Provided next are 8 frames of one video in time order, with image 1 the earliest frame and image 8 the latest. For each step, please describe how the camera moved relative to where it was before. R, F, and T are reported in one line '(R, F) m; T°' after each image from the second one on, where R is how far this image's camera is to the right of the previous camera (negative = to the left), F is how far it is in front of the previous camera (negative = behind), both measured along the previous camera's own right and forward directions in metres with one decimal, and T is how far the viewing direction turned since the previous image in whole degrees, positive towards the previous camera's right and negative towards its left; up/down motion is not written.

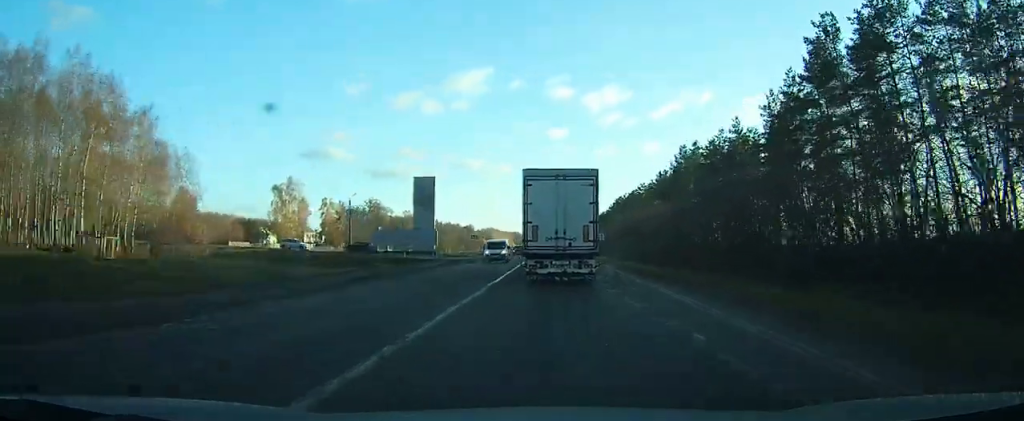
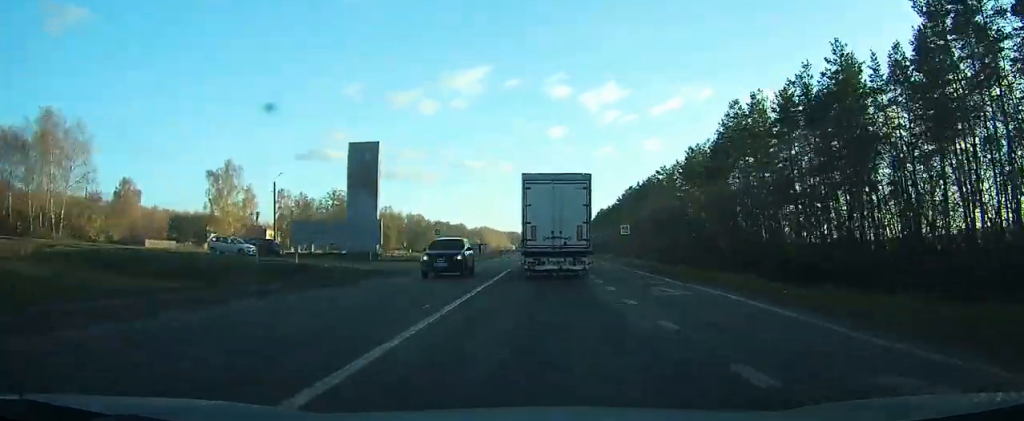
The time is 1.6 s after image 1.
(0.0, +28.7) m; 0°
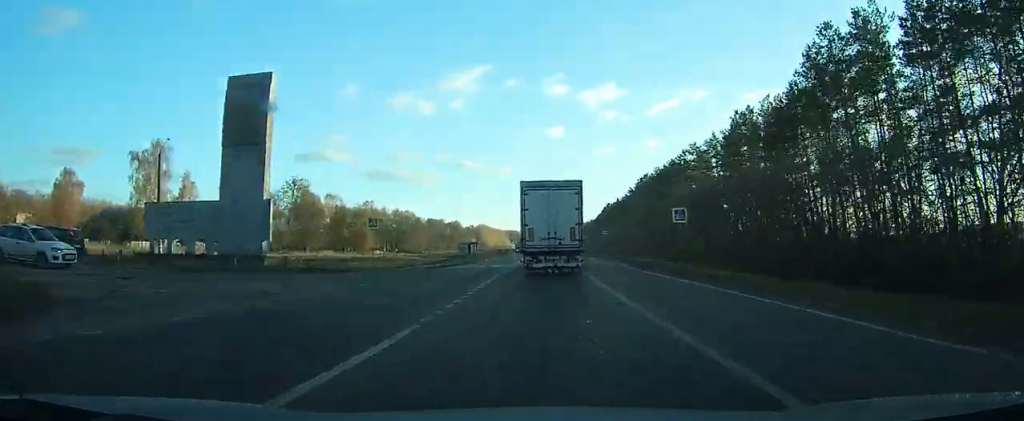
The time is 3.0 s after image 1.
(0.0, +27.2) m; 0°
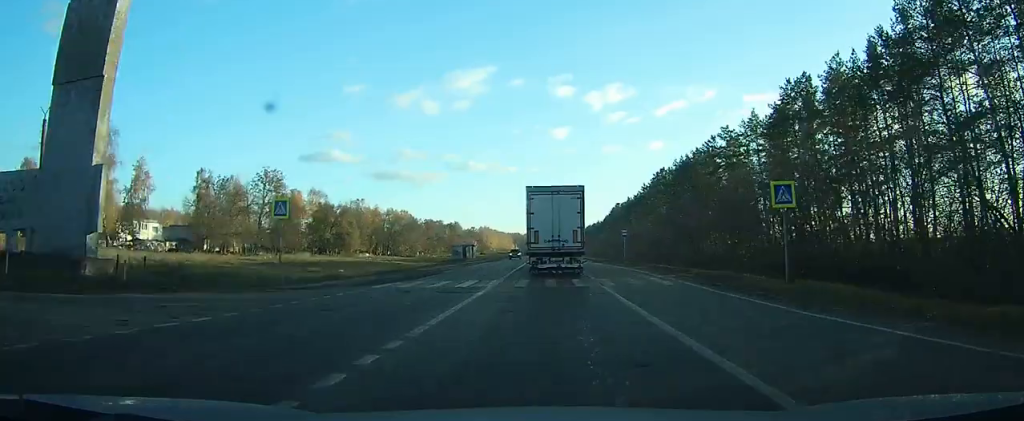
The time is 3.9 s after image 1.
(0.0, +17.0) m; 0°
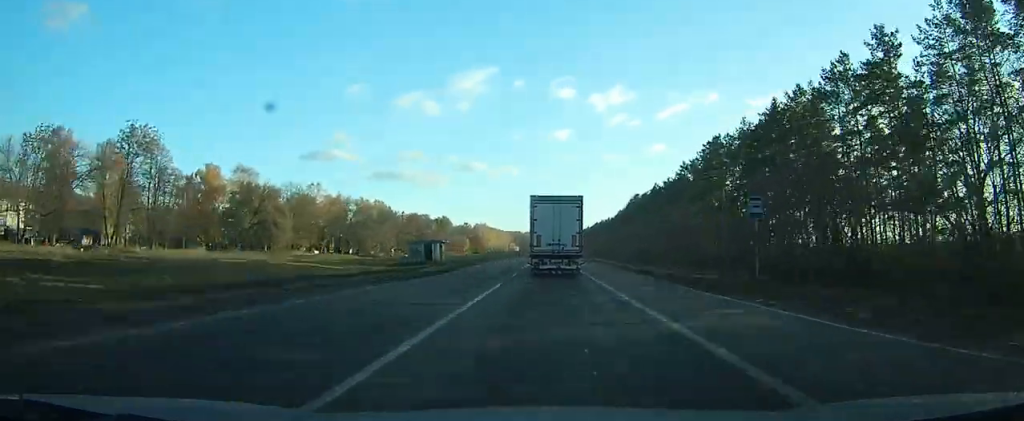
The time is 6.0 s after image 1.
(0.0, +42.2) m; -1°
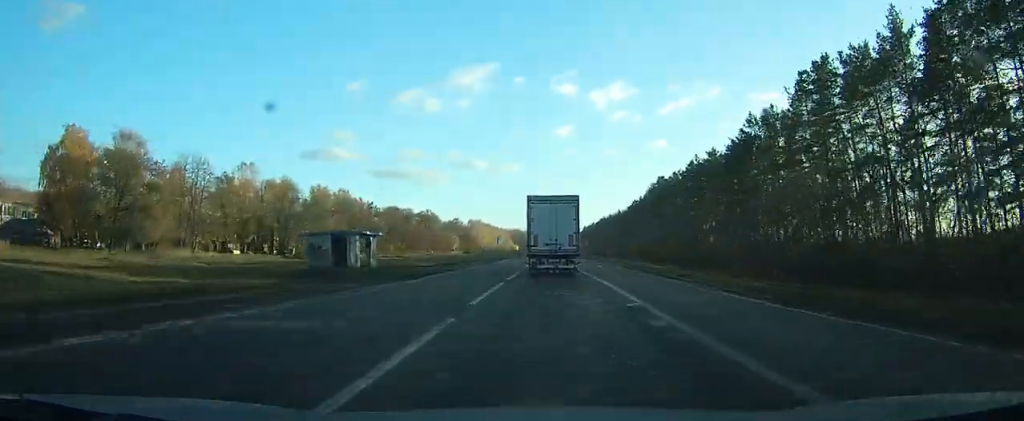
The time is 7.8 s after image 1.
(-0.3, +35.5) m; -2°
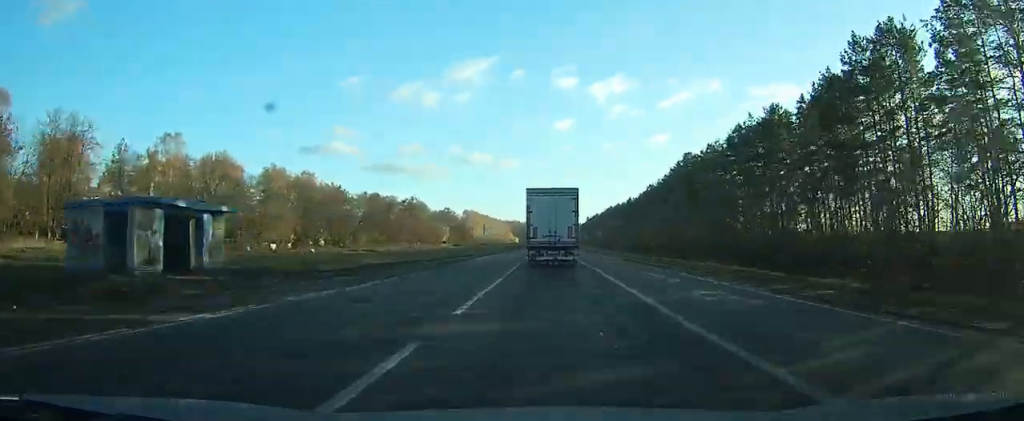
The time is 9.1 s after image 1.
(-1.6, +25.0) m; +2°
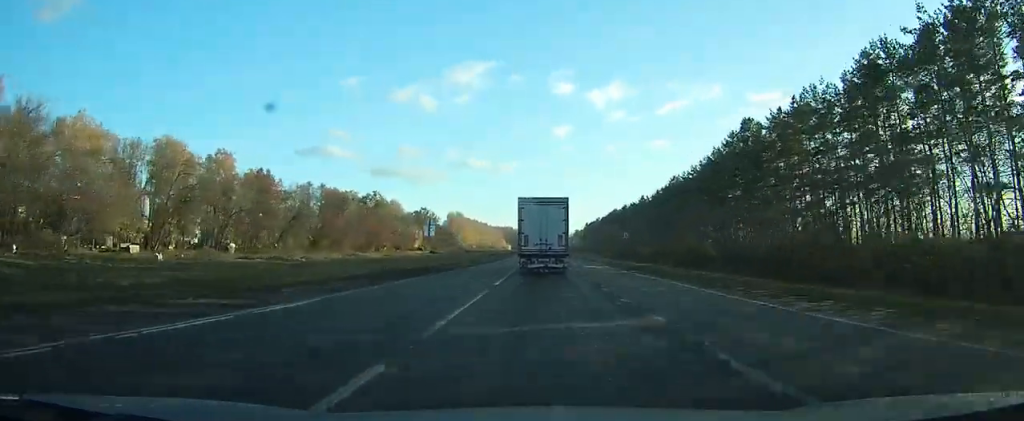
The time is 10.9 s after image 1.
(+2.6, +36.0) m; +3°
